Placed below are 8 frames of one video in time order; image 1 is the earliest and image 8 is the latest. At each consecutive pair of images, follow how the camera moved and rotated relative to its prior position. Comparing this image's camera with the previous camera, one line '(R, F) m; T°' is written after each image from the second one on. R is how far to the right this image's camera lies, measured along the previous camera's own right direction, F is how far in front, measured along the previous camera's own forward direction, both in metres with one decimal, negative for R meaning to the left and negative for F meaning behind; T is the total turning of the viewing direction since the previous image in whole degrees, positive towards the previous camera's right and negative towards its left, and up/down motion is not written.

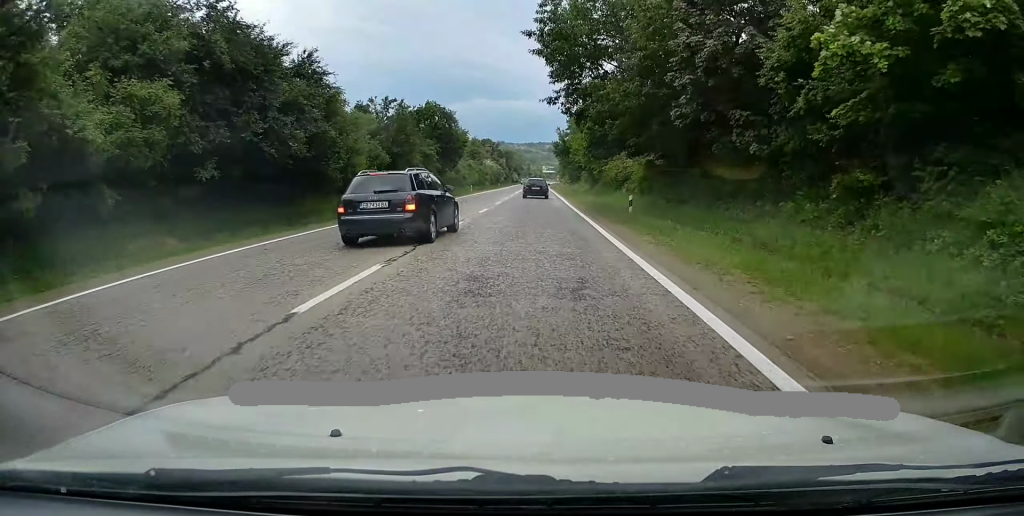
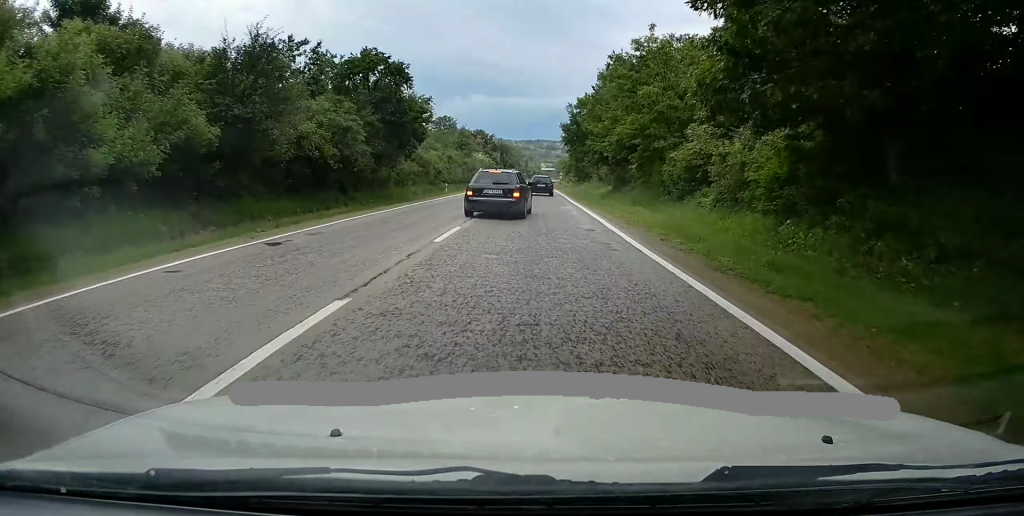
(-0.4, +21.1) m; -1°
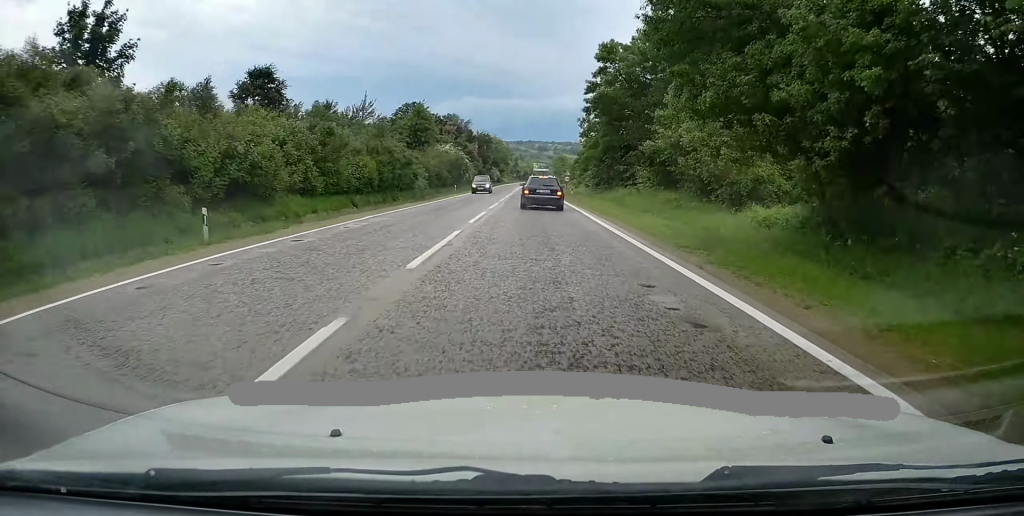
(+0.4, +39.6) m; +1°
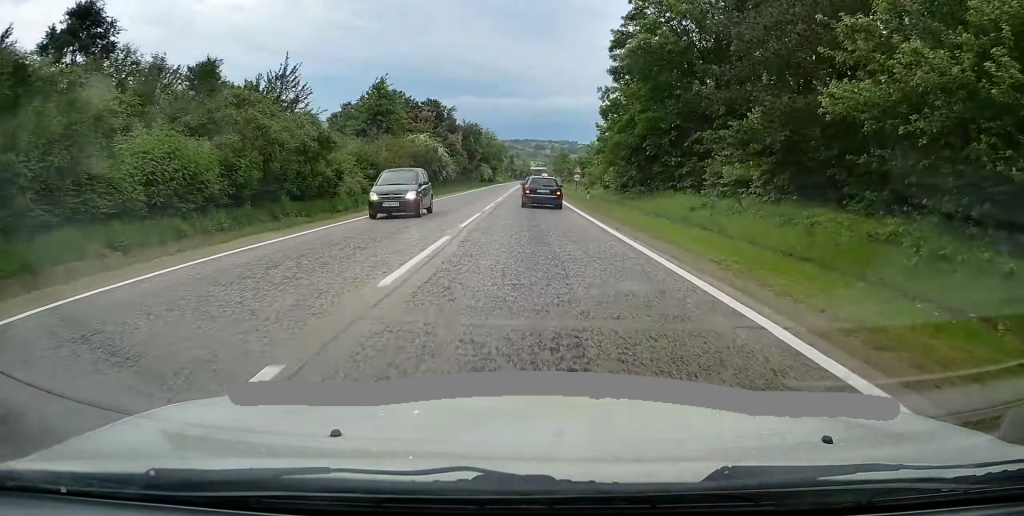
(+0.1, +19.4) m; +1°
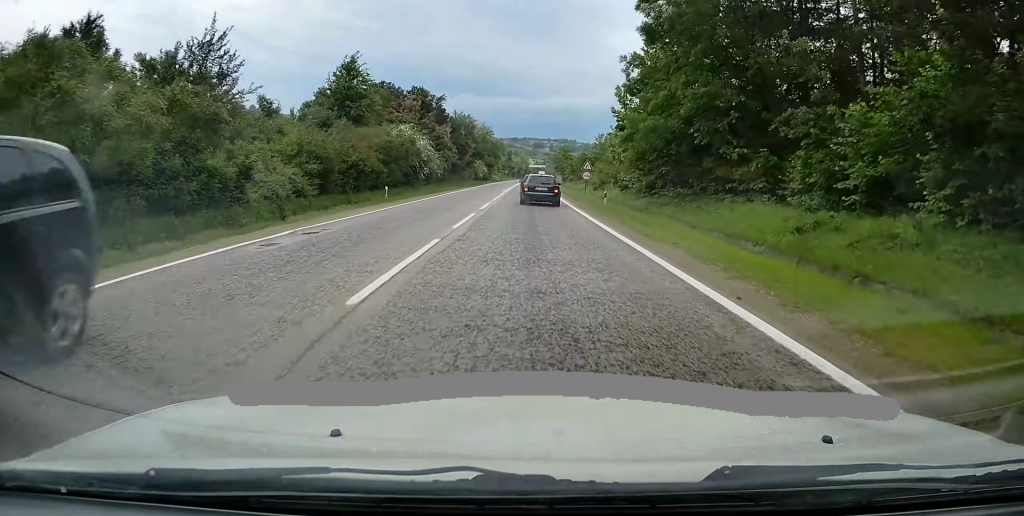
(+0.2, +10.0) m; 0°
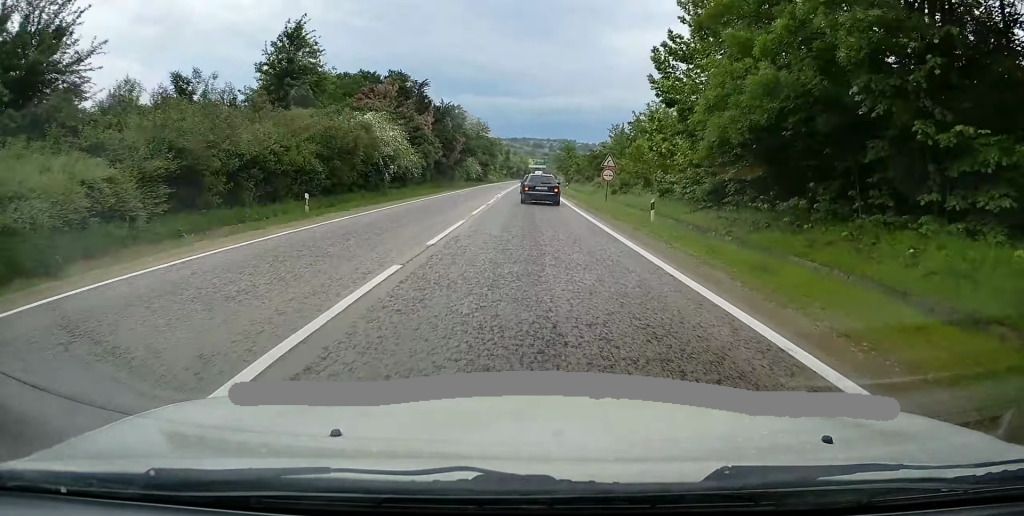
(+0.1, +12.4) m; 0°
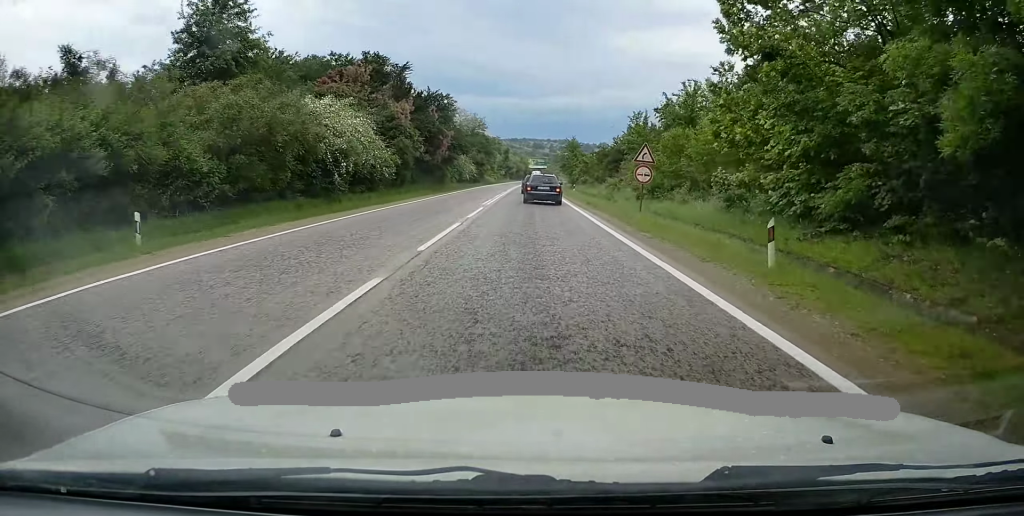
(-0.2, +10.1) m; 0°
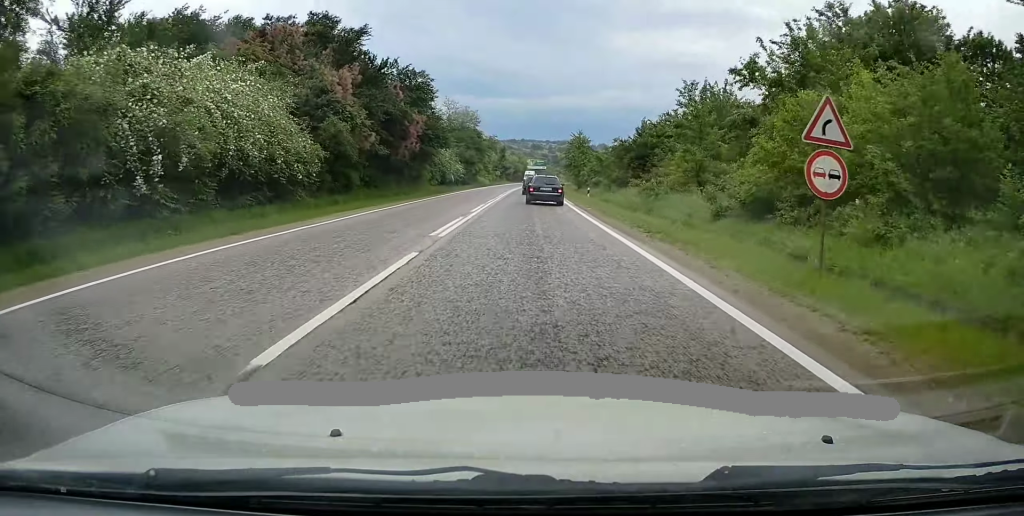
(-0.1, +14.8) m; 0°
